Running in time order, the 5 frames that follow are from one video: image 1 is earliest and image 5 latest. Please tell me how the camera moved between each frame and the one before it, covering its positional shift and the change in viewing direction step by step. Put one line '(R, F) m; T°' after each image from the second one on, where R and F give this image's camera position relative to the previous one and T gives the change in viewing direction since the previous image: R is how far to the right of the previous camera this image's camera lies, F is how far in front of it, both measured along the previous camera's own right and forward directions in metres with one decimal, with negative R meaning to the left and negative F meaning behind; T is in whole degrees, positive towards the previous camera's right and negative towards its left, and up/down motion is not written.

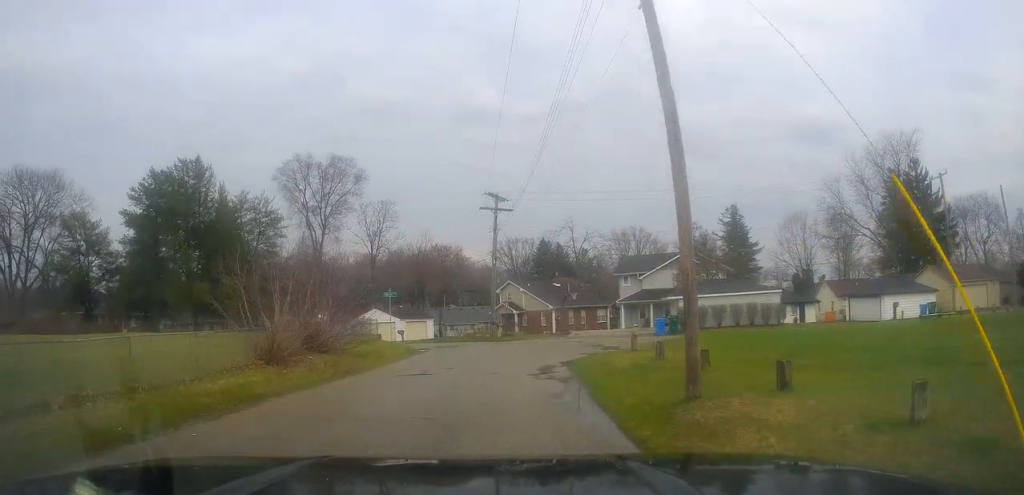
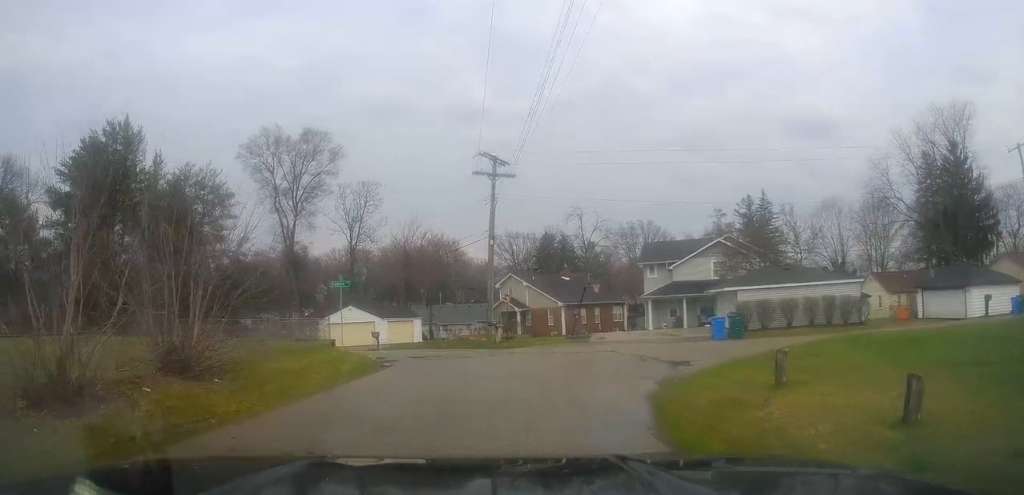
(+0.4, +10.9) m; +7°
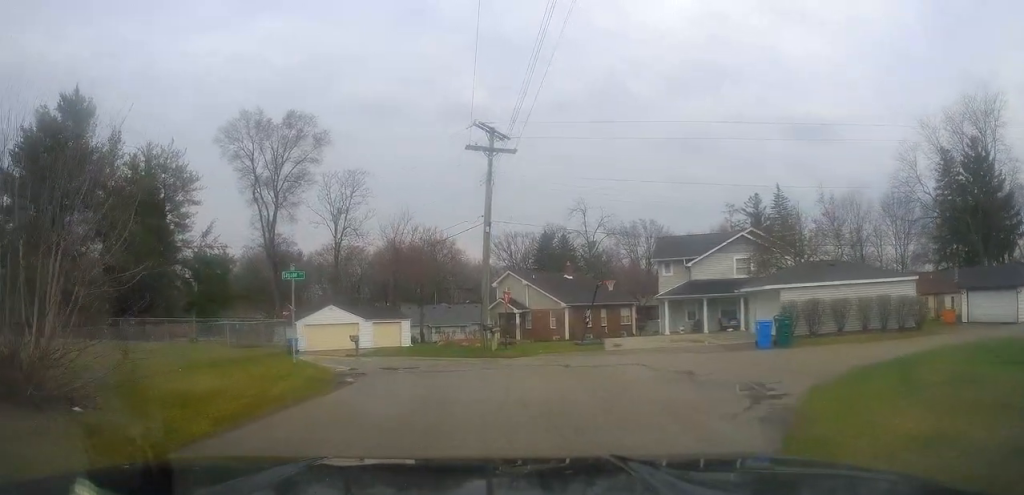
(+0.1, +5.5) m; 0°
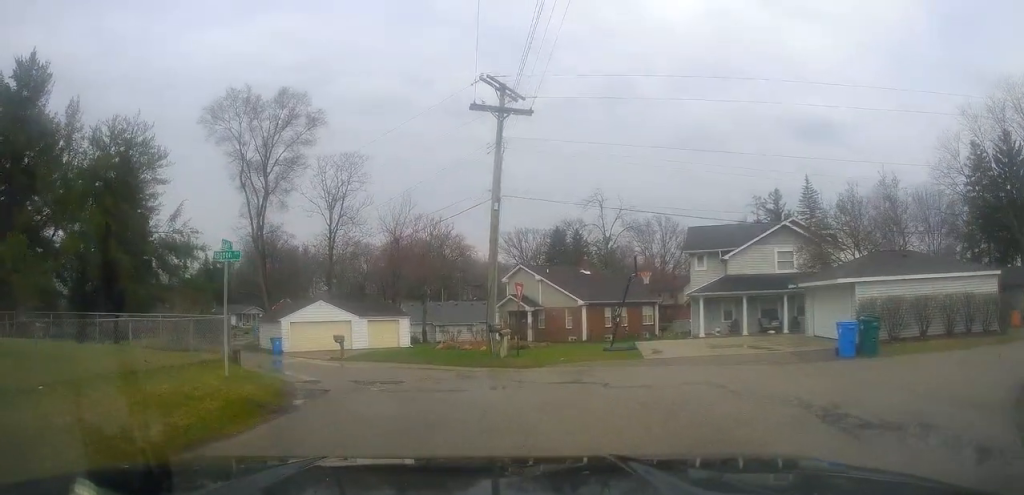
(-0.1, +5.6) m; -3°
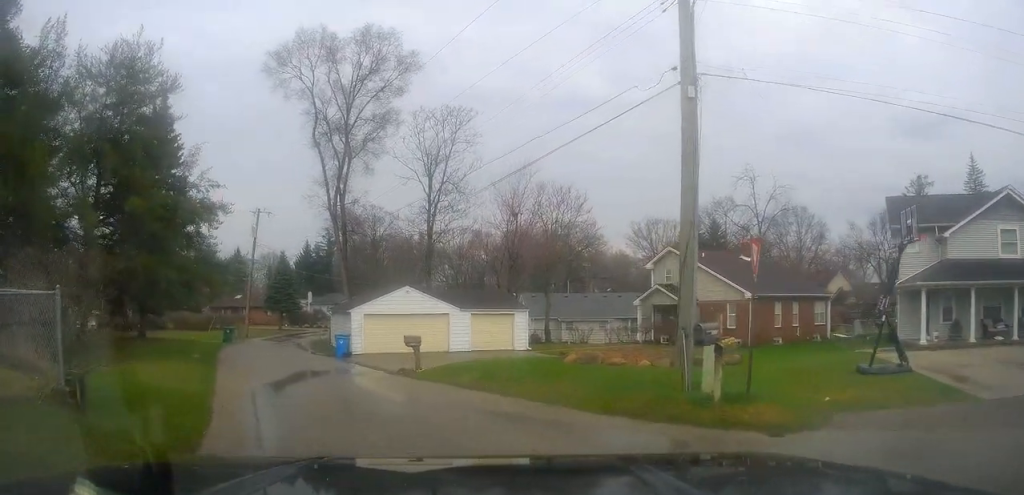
(-0.6, +11.2) m; -13°
